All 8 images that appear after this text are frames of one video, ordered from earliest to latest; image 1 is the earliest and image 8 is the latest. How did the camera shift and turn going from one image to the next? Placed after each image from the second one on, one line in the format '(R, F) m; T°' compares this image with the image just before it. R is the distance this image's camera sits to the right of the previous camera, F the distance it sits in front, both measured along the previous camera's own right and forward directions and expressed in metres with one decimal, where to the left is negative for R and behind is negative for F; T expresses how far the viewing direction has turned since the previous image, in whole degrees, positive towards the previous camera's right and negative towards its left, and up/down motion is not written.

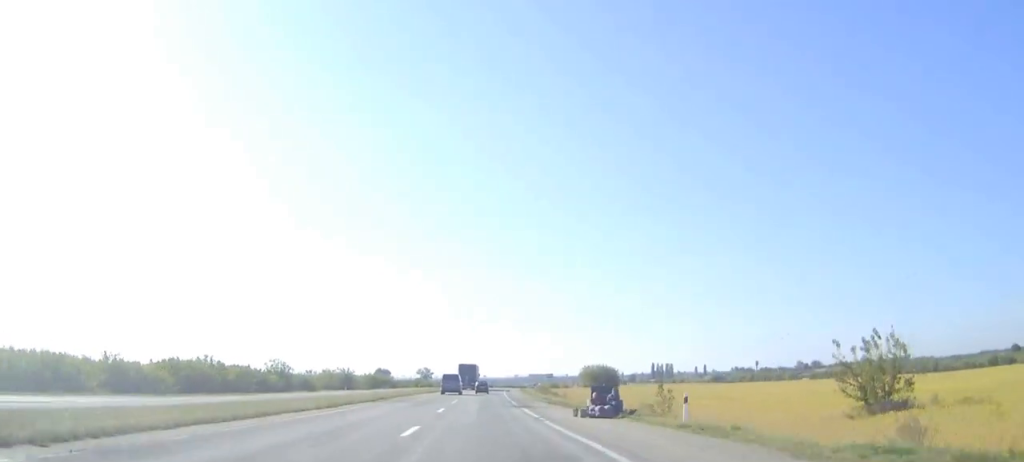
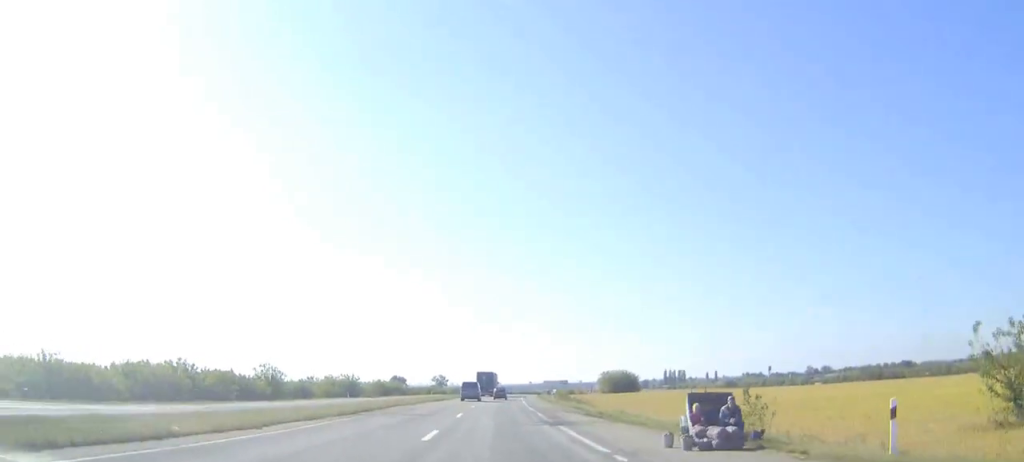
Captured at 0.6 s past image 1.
(0.0, +14.5) m; 0°
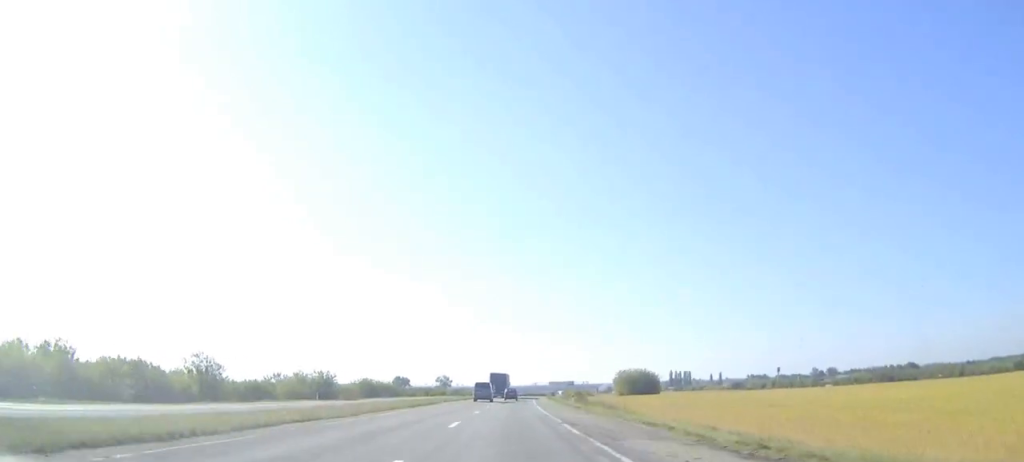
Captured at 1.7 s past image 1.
(+0.1, +25.4) m; 0°
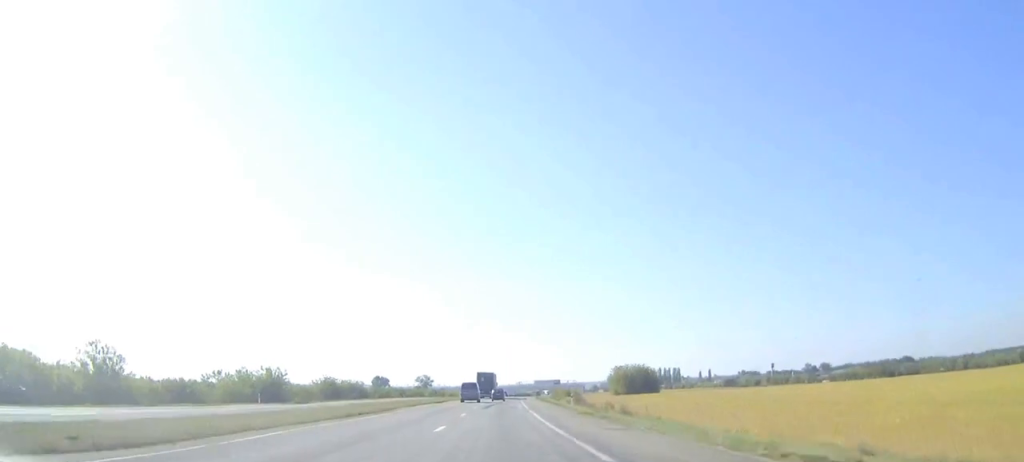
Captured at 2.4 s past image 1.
(0.0, +16.2) m; 0°
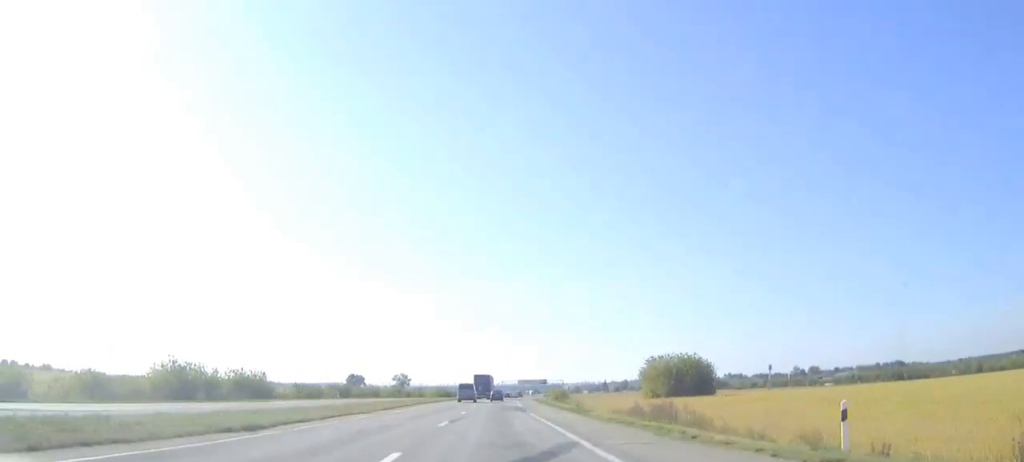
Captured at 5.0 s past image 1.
(+0.6, +60.1) m; +1°
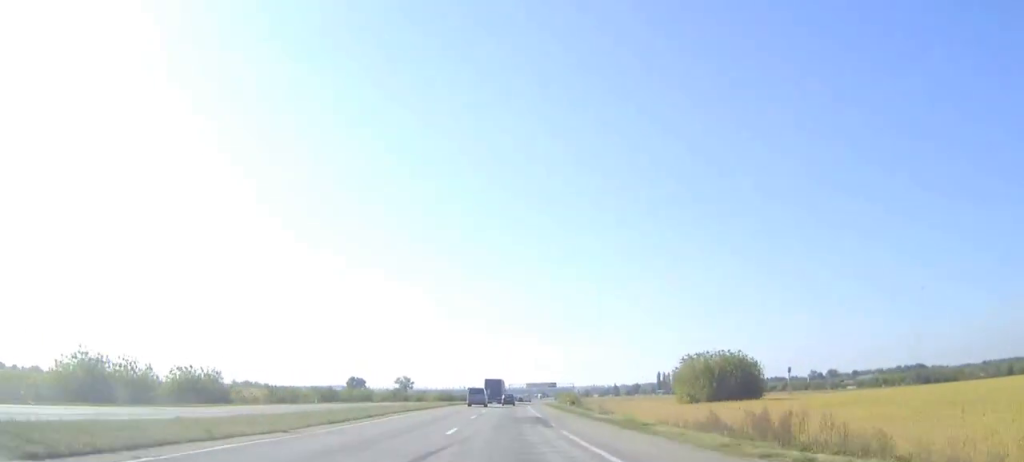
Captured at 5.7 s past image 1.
(0.0, +16.6) m; 0°
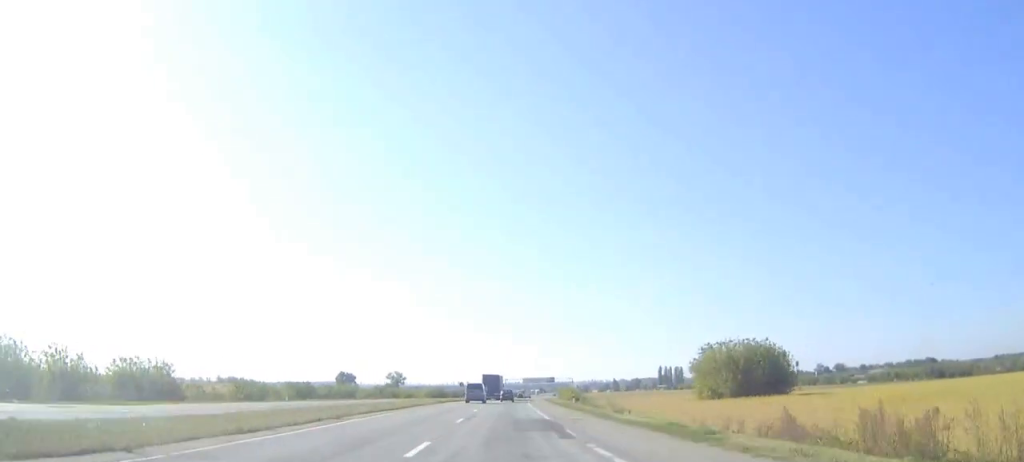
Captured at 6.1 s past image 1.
(0.0, +9.6) m; 0°
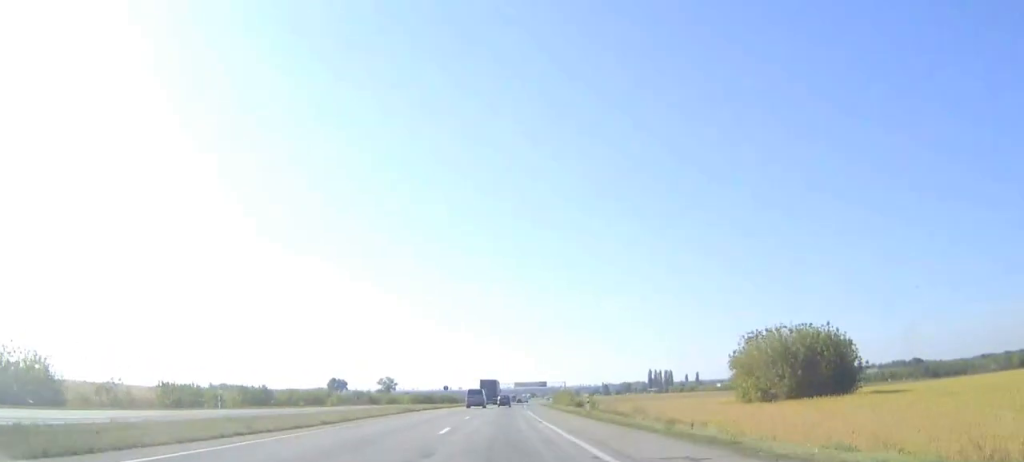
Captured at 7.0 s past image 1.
(+0.1, +22.4) m; +1°
